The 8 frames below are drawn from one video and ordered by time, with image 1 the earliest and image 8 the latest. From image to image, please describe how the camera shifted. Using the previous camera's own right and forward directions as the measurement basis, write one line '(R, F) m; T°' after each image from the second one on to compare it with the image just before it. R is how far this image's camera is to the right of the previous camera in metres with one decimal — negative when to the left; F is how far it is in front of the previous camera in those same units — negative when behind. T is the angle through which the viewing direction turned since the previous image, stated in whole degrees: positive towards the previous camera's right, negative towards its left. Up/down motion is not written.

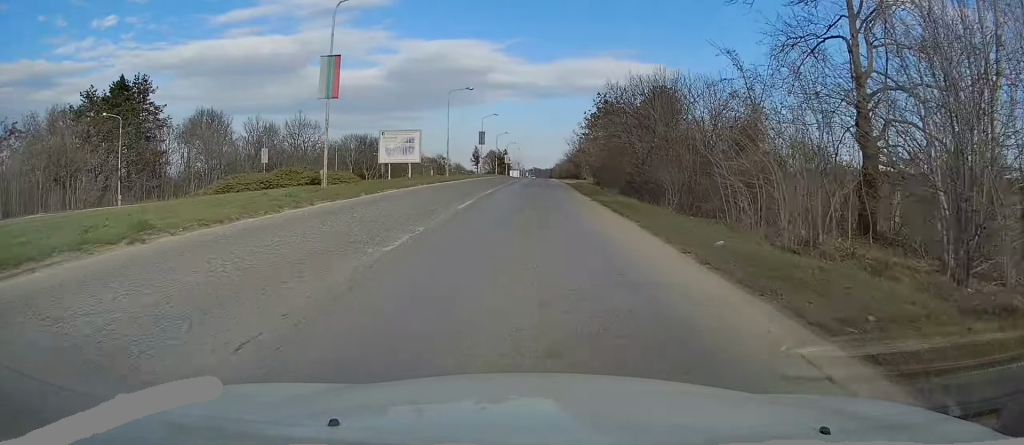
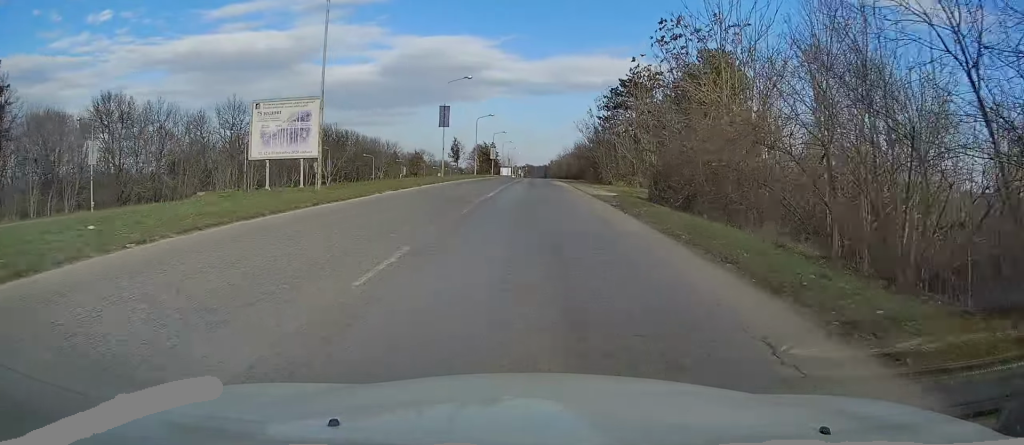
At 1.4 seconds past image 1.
(-0.2, +29.5) m; +1°
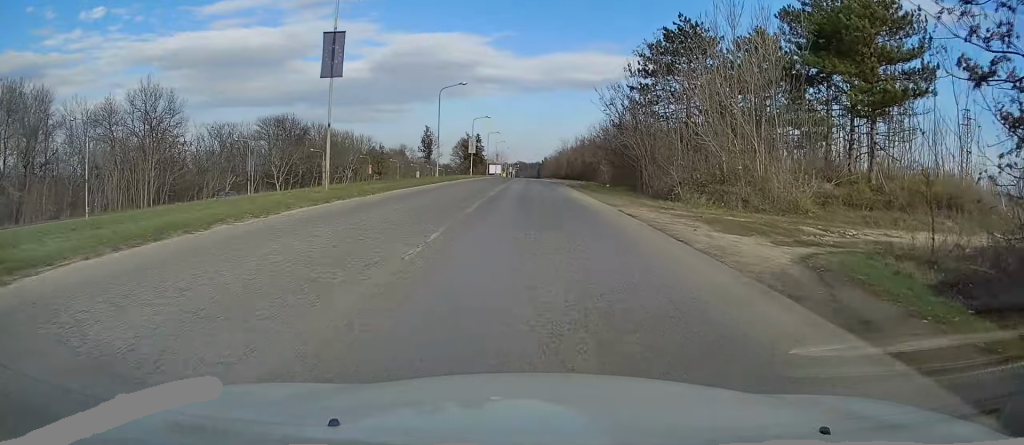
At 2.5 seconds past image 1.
(+0.5, +25.1) m; +1°
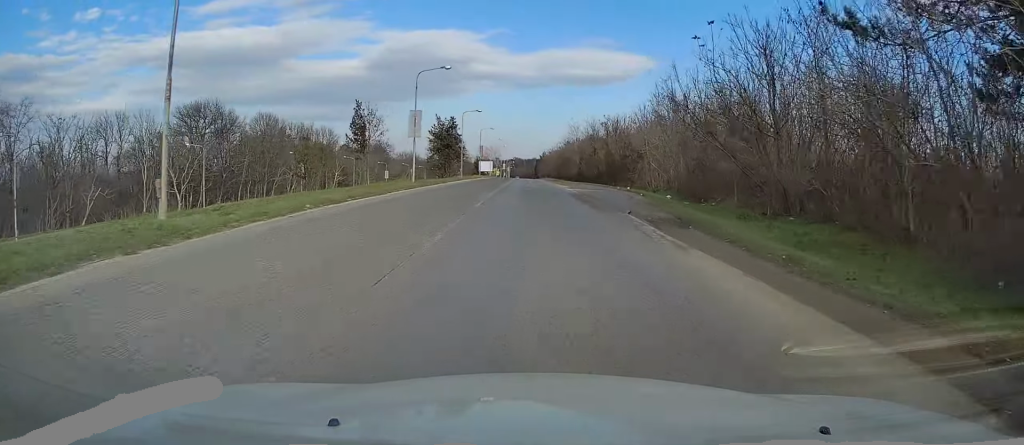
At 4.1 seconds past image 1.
(-0.4, +34.7) m; -1°
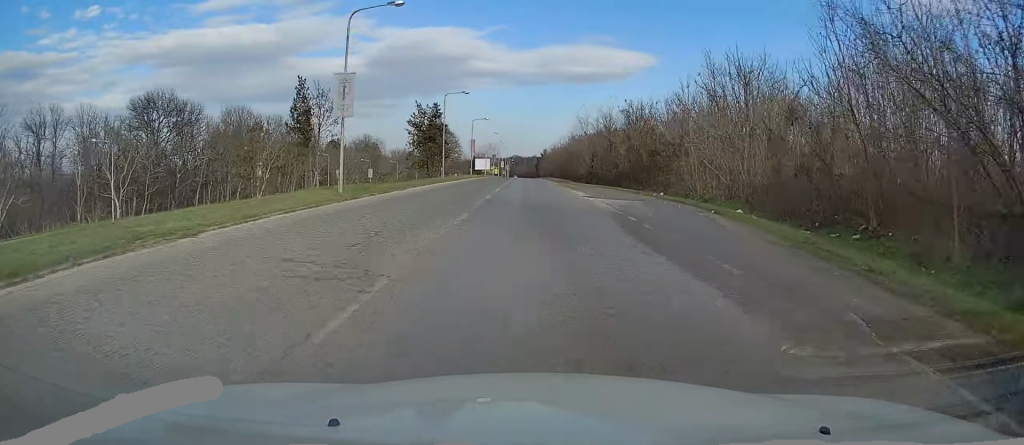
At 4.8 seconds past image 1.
(0.0, +14.5) m; 0°
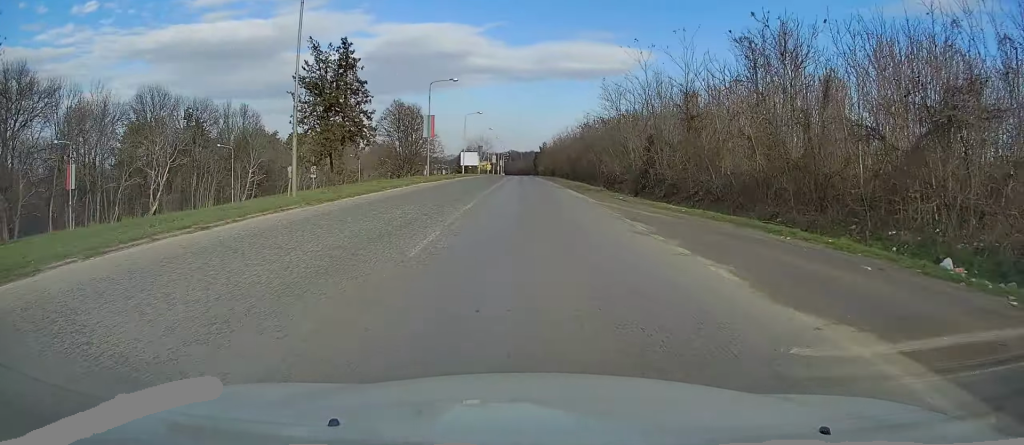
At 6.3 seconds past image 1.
(+0.4, +31.7) m; +1°
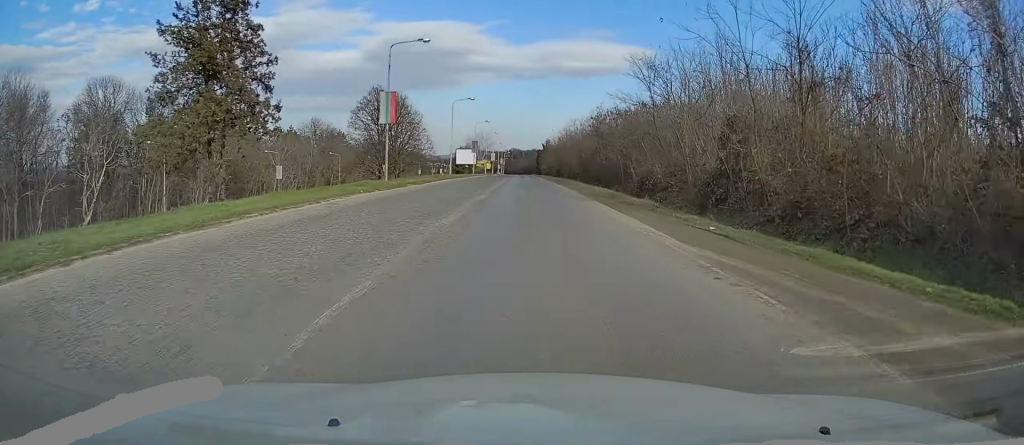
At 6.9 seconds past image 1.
(0.0, +13.8) m; 0°
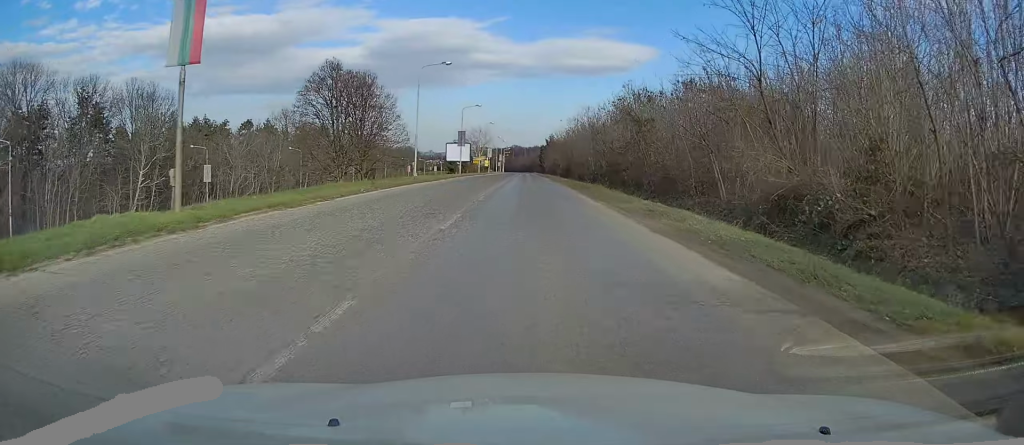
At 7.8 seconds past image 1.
(-0.2, +19.0) m; -1°
